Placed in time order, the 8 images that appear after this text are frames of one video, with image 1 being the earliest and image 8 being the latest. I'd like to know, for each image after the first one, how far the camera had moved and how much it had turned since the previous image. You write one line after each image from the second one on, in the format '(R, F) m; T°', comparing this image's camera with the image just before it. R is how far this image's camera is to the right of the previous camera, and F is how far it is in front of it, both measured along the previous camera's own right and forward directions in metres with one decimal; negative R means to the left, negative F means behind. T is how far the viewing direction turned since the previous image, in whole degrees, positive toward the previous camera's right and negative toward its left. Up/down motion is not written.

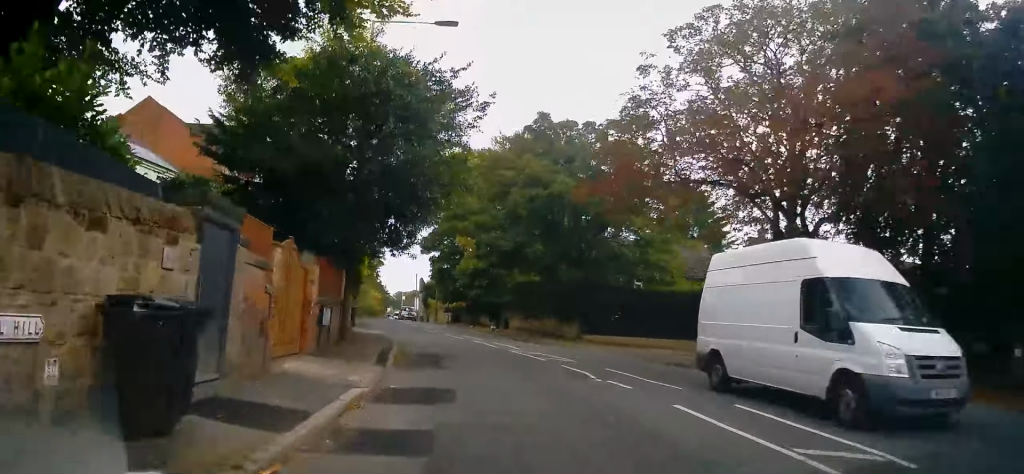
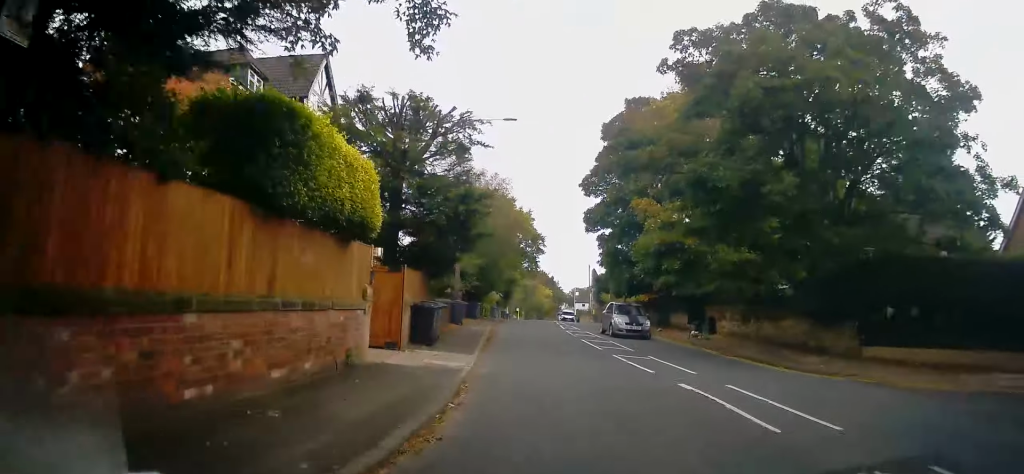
(-2.3, +14.7) m; -19°
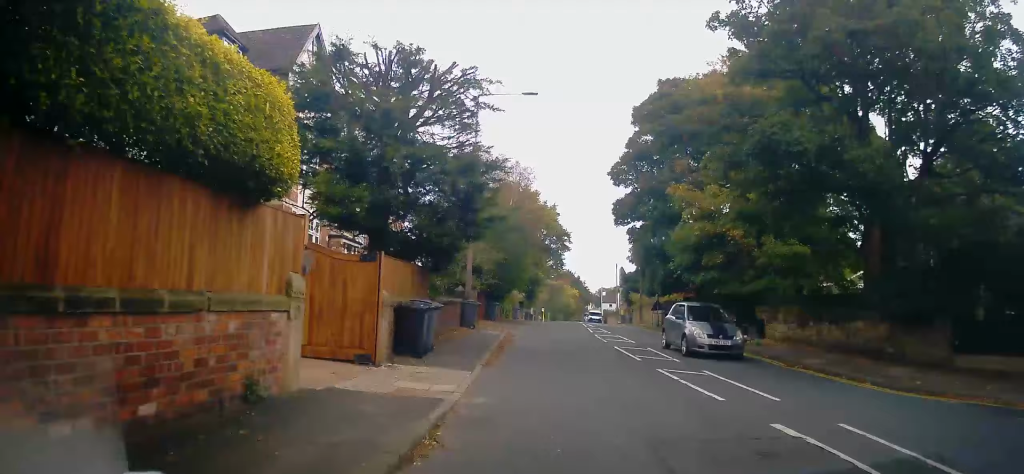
(0.0, +3.5) m; -4°
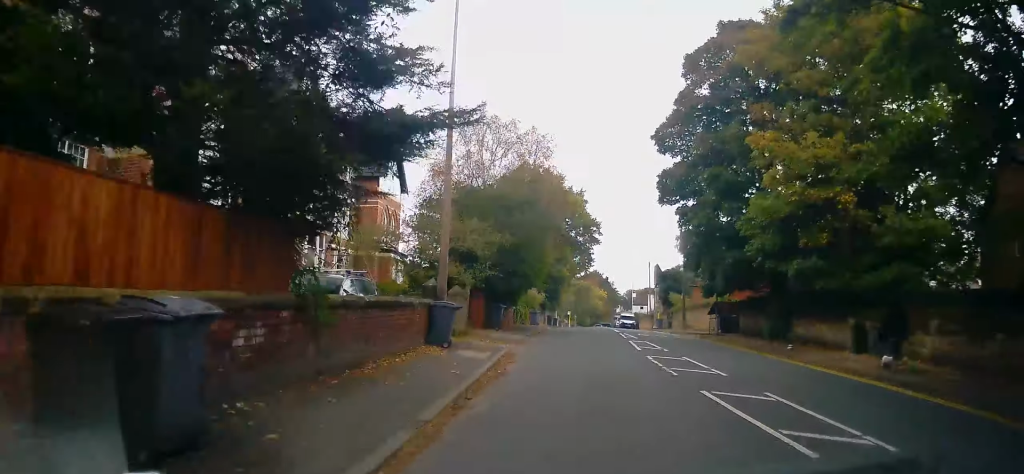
(-0.7, +8.7) m; -2°
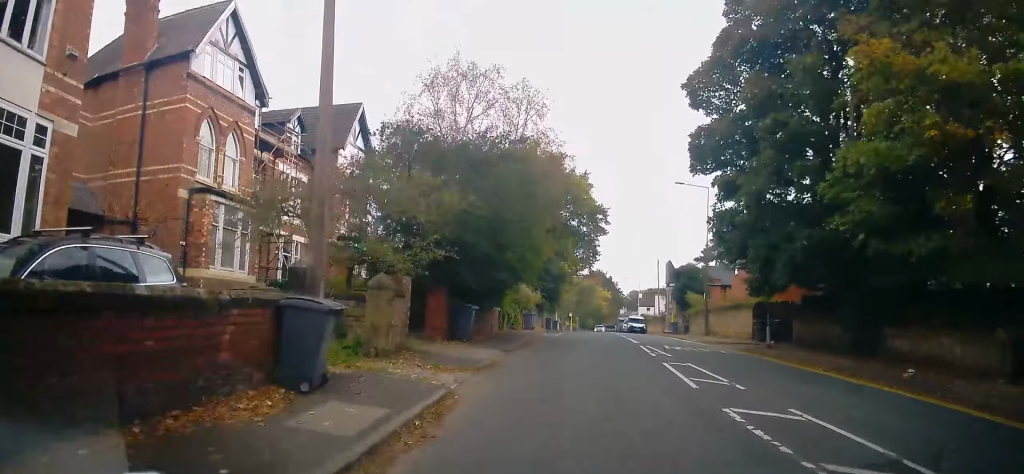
(+0.5, +7.4) m; 0°
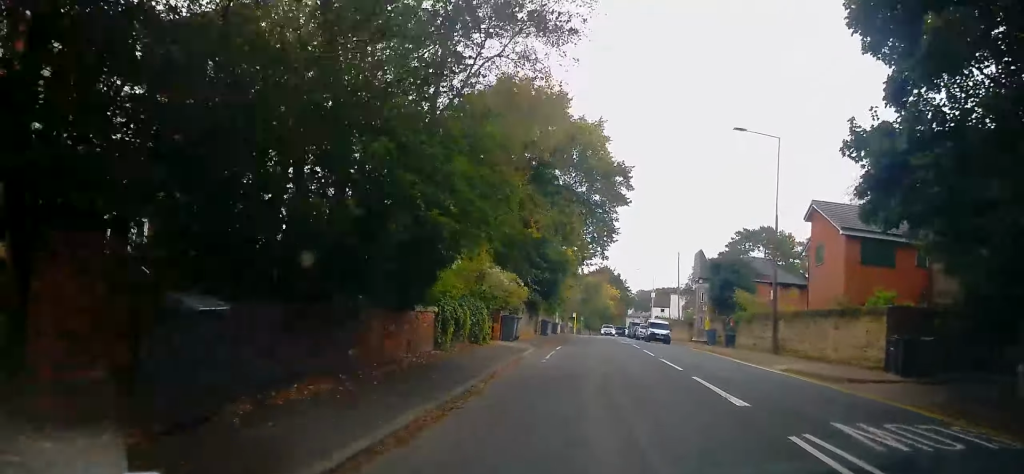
(-0.7, +13.4) m; -3°
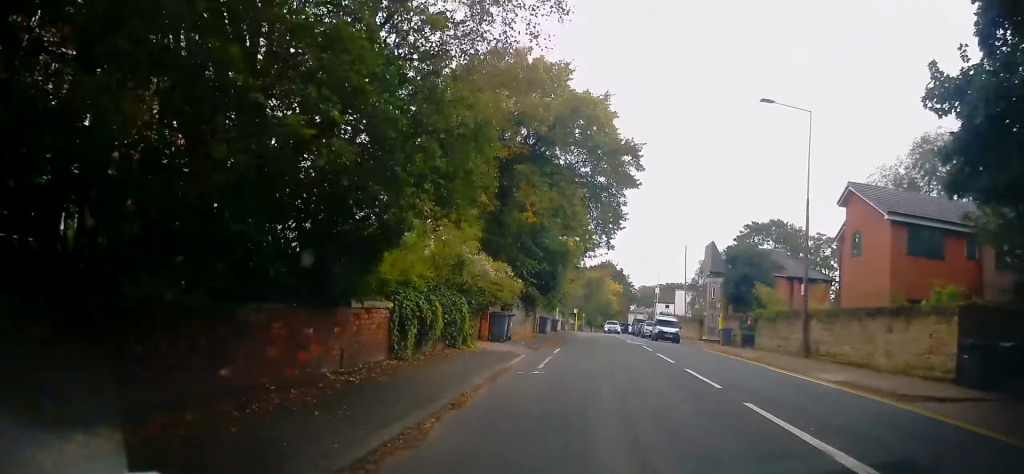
(+0.1, +3.7) m; 0°
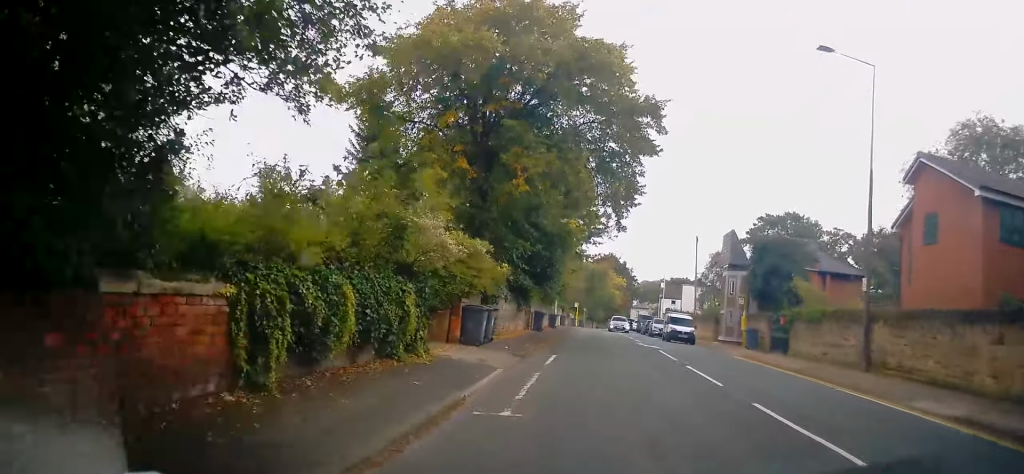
(-0.1, +5.4) m; +1°
